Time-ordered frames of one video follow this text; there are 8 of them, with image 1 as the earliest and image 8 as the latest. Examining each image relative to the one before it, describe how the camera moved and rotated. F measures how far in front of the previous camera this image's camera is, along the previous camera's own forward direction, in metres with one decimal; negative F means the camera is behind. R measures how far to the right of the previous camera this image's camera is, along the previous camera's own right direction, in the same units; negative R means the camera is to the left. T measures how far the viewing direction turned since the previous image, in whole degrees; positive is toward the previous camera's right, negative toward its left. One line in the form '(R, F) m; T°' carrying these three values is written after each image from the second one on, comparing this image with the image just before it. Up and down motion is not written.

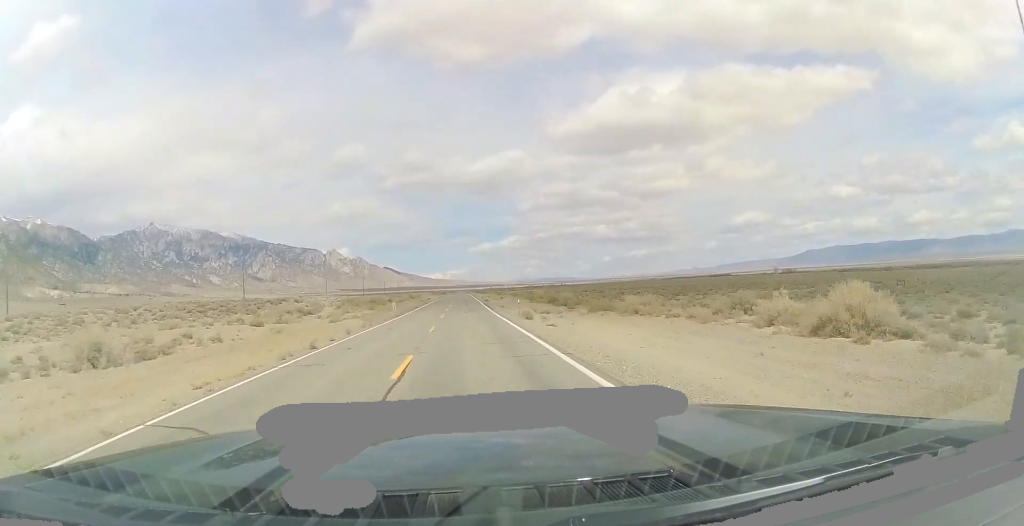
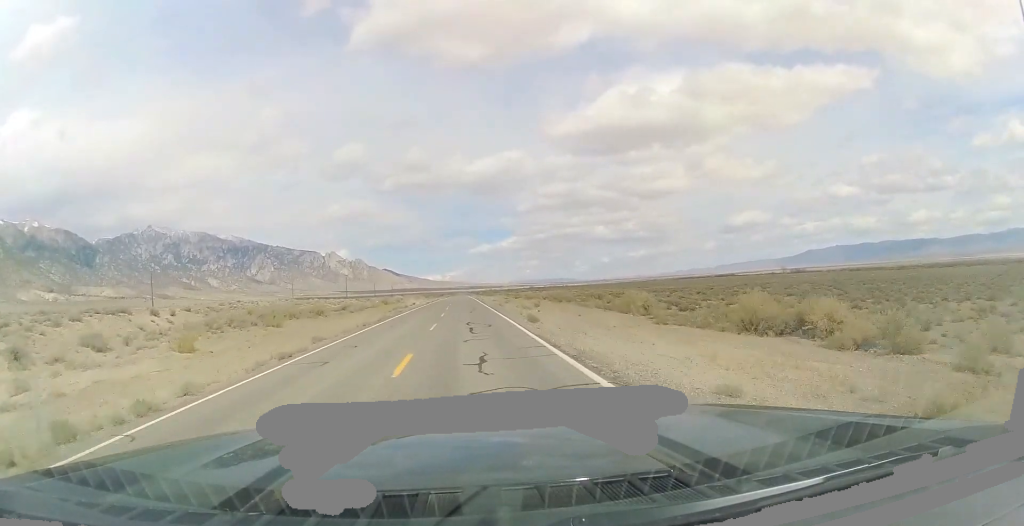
(-0.3, +47.8) m; 0°
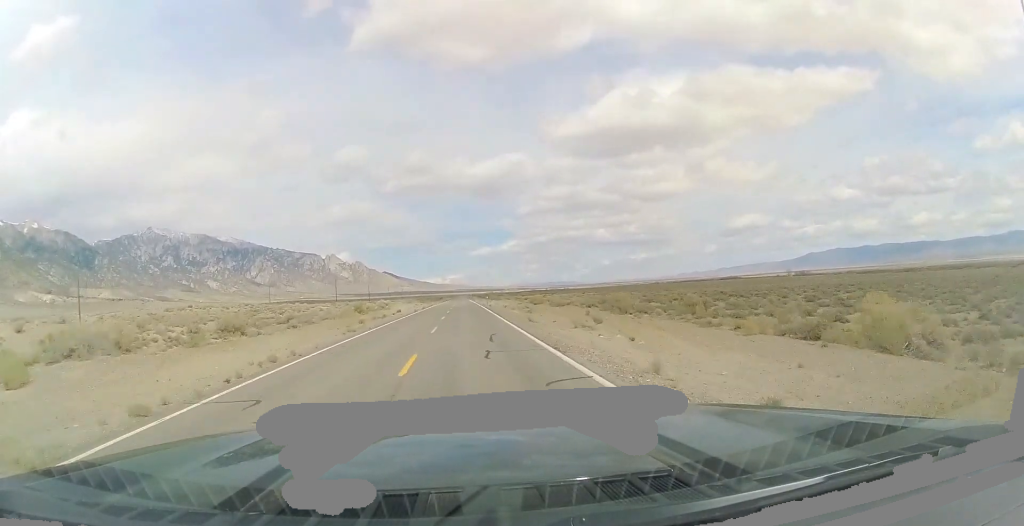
(0.0, +24.0) m; 0°
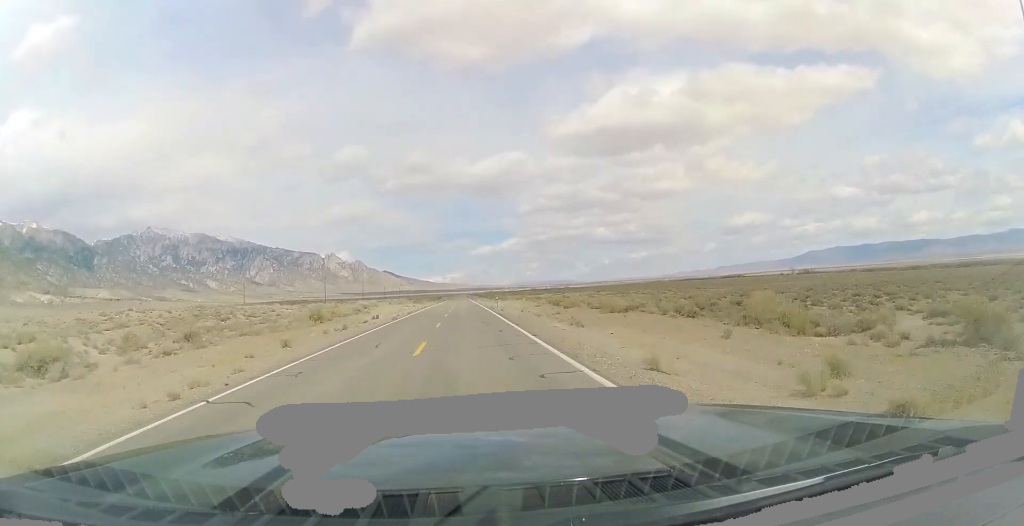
(+0.2, +20.6) m; 0°
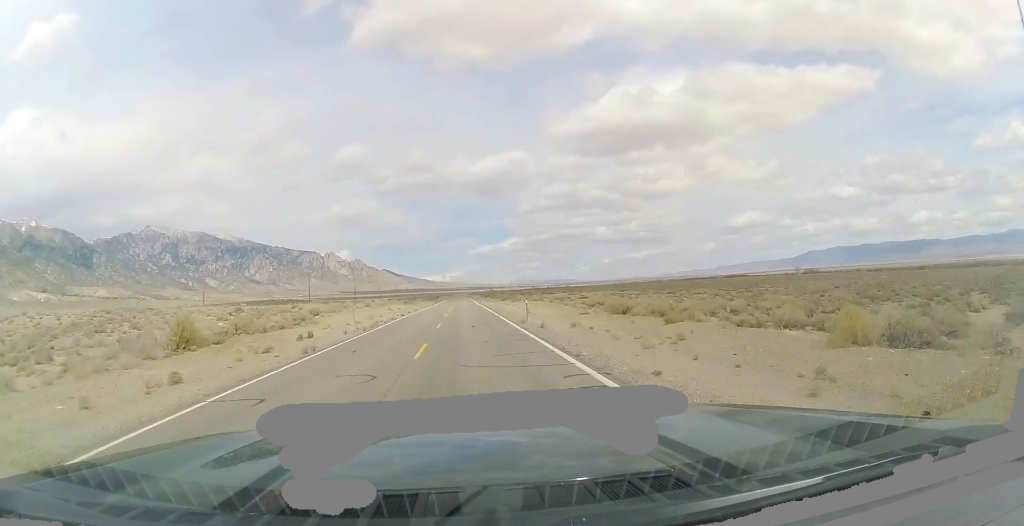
(+0.1, +25.2) m; -1°
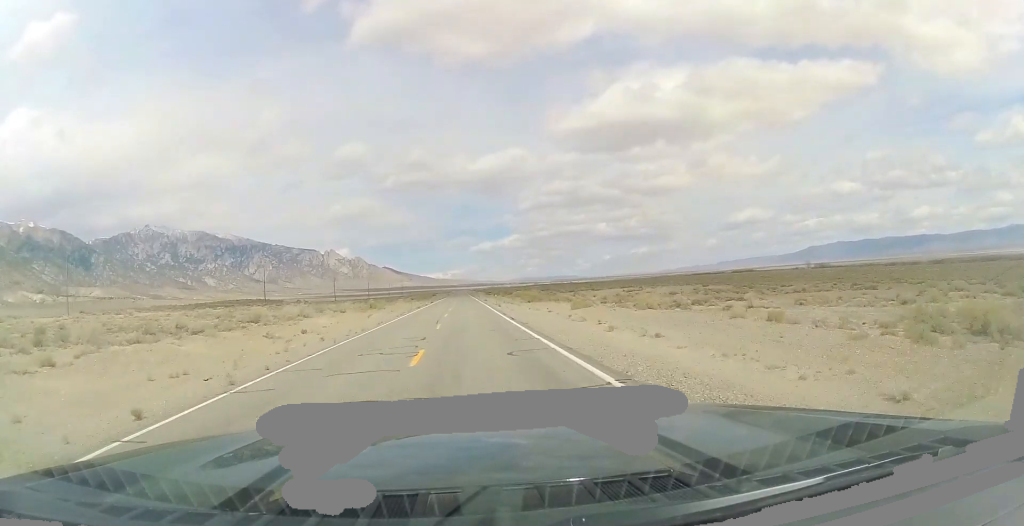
(-1.2, +50.4) m; -2°
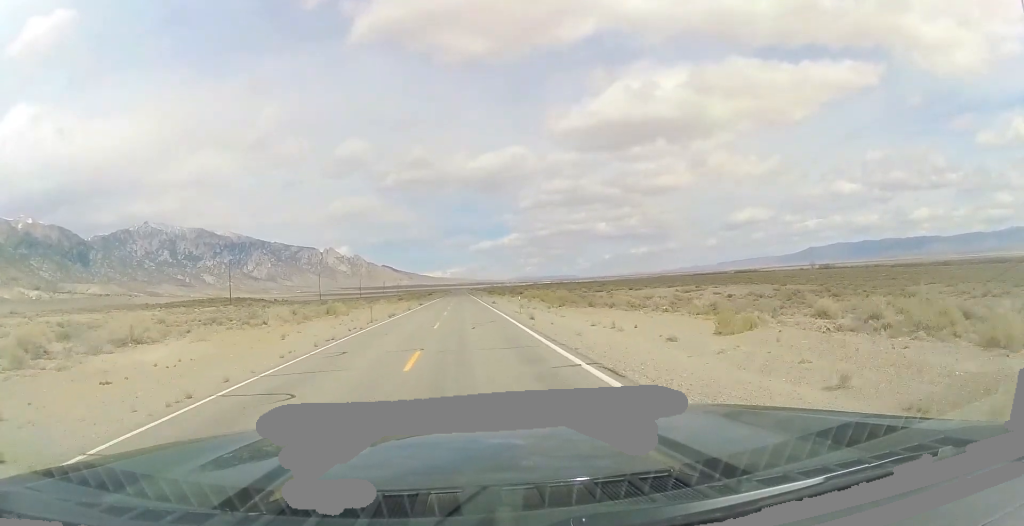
(+0.4, +25.2) m; +1°
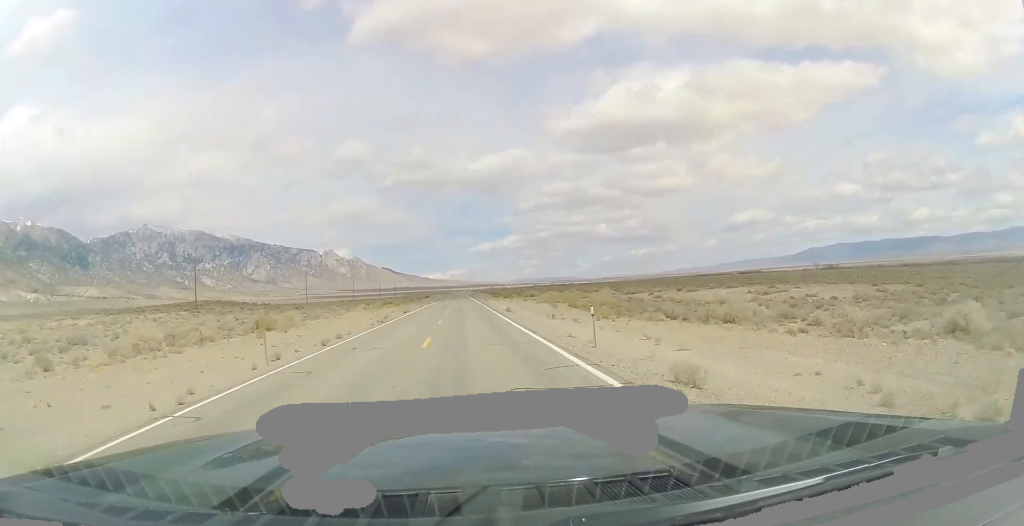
(+0.2, +19.5) m; +1°
